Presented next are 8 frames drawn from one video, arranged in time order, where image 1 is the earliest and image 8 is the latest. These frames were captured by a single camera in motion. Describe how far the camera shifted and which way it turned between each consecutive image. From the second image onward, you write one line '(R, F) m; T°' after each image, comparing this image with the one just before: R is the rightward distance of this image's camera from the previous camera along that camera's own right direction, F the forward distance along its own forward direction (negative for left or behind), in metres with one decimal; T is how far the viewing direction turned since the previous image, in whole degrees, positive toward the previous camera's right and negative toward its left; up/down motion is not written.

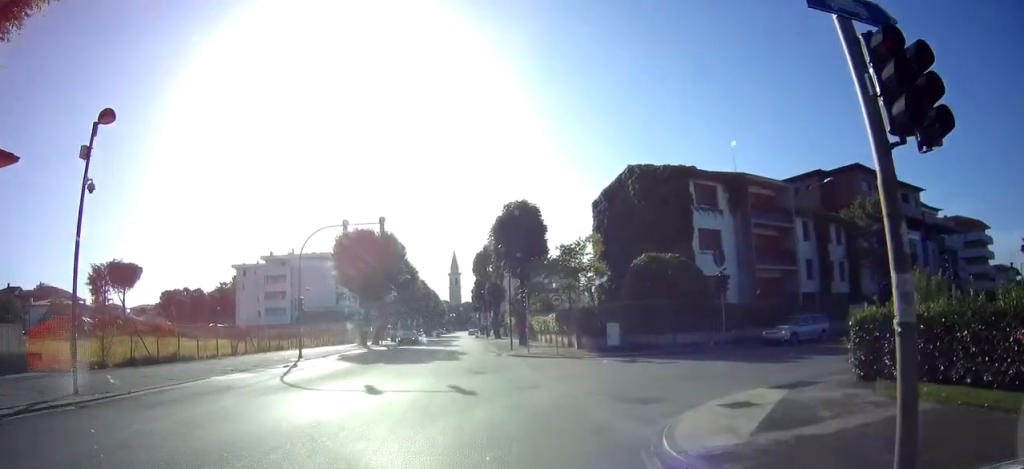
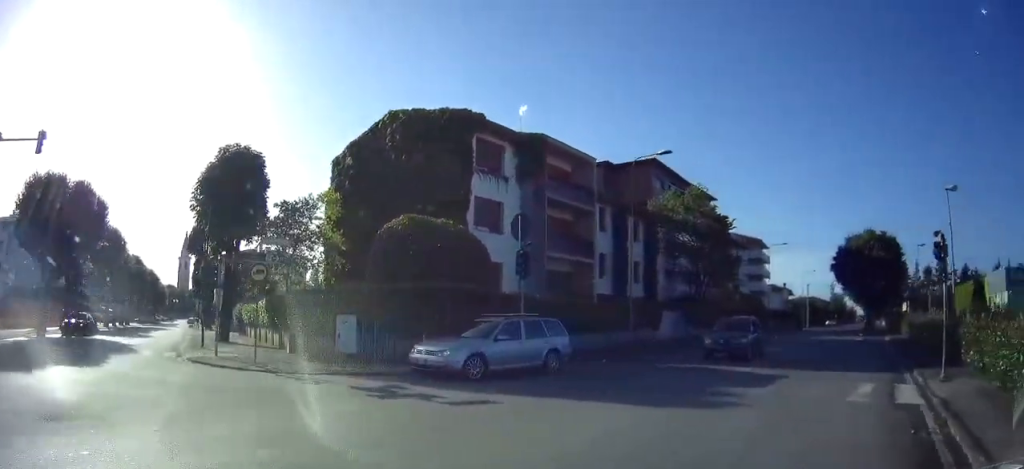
(+1.9, +9.3) m; +34°
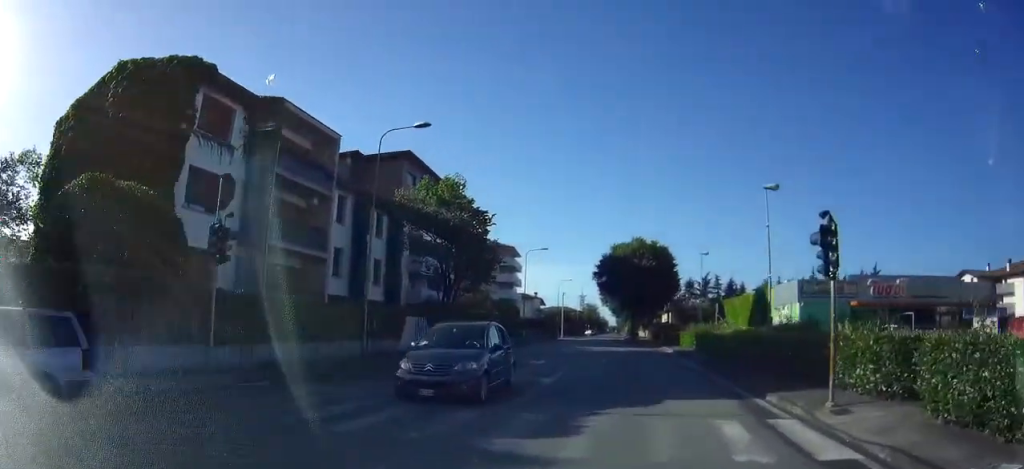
(+1.1, +4.5) m; +22°
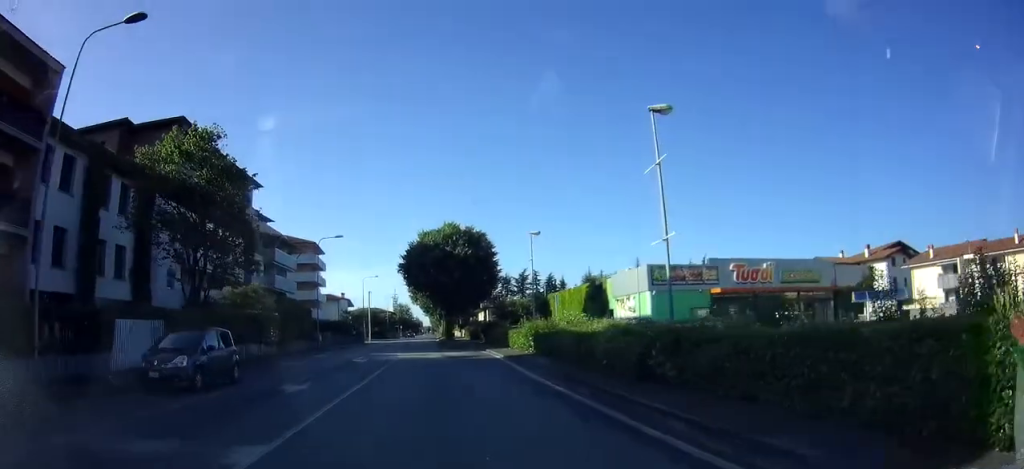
(+1.9, +7.7) m; +16°
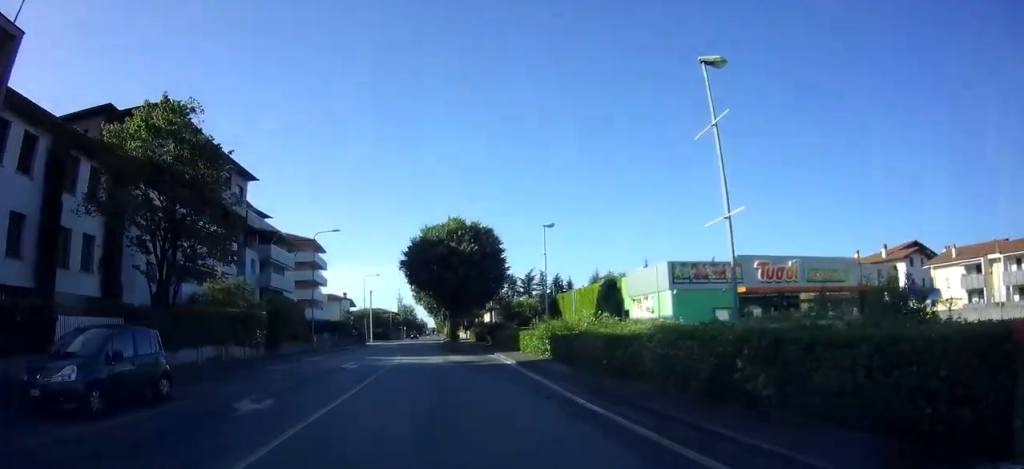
(-0.1, +3.3) m; -1°
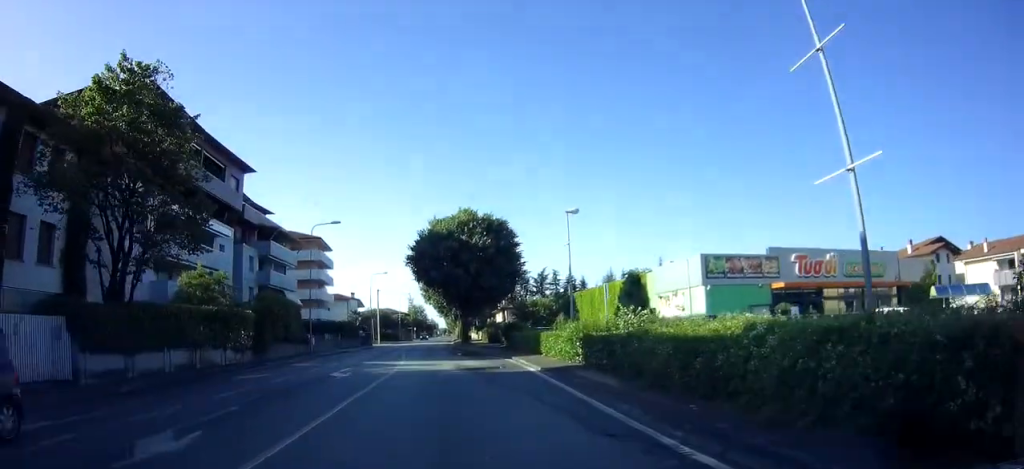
(0.0, +3.3) m; -1°
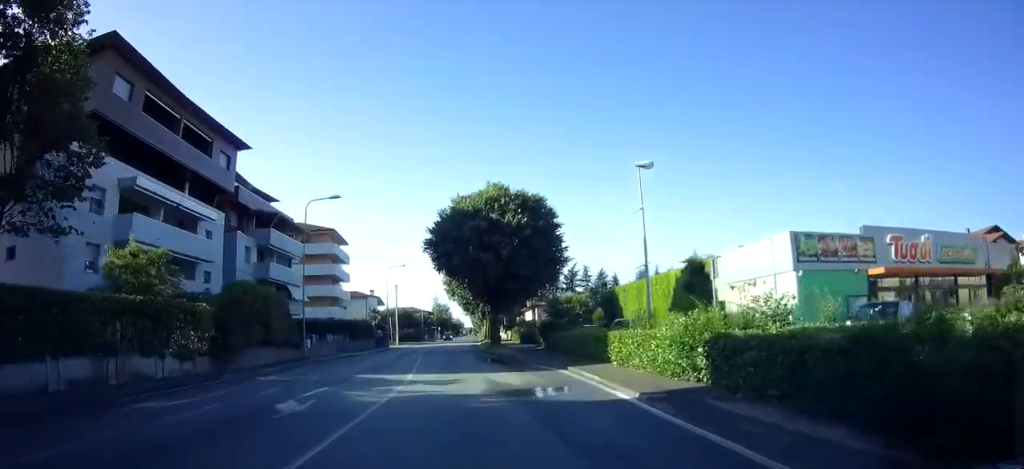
(-0.1, +7.2) m; -2°
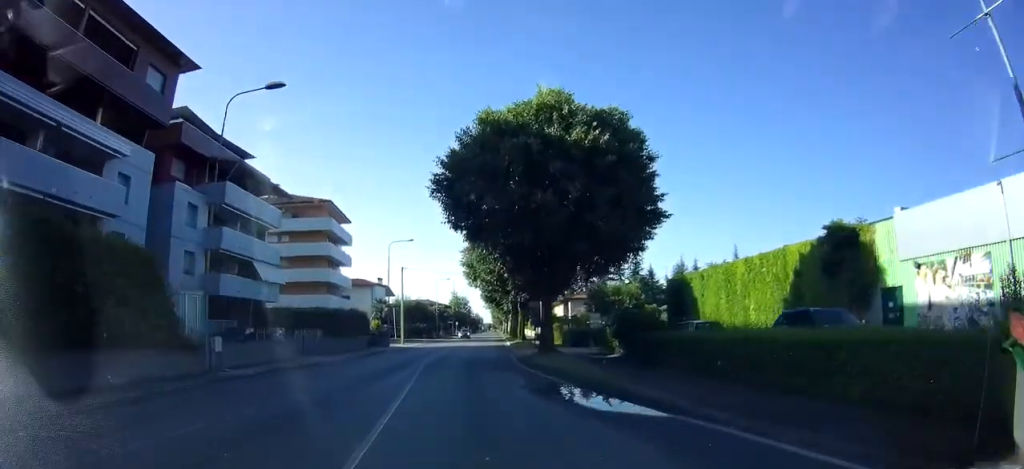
(-0.3, +13.8) m; -1°
